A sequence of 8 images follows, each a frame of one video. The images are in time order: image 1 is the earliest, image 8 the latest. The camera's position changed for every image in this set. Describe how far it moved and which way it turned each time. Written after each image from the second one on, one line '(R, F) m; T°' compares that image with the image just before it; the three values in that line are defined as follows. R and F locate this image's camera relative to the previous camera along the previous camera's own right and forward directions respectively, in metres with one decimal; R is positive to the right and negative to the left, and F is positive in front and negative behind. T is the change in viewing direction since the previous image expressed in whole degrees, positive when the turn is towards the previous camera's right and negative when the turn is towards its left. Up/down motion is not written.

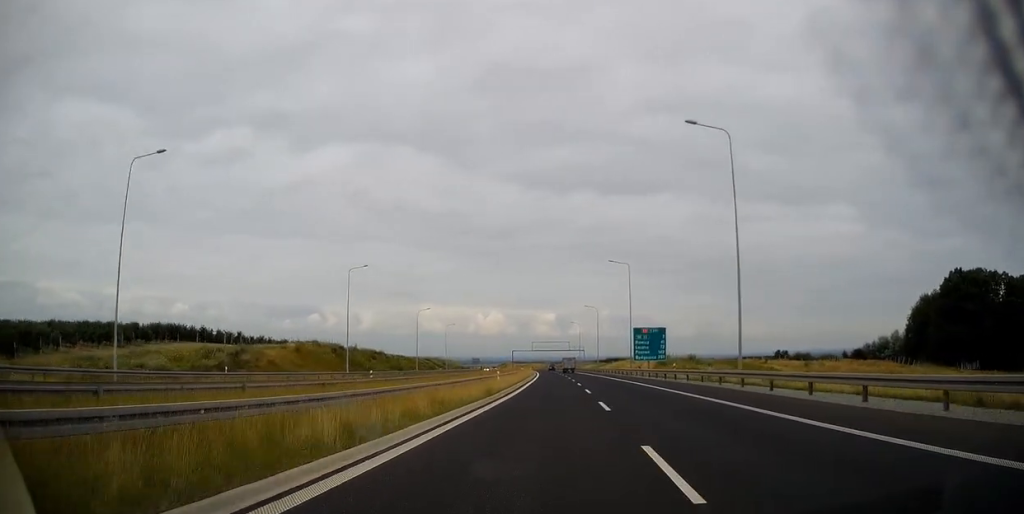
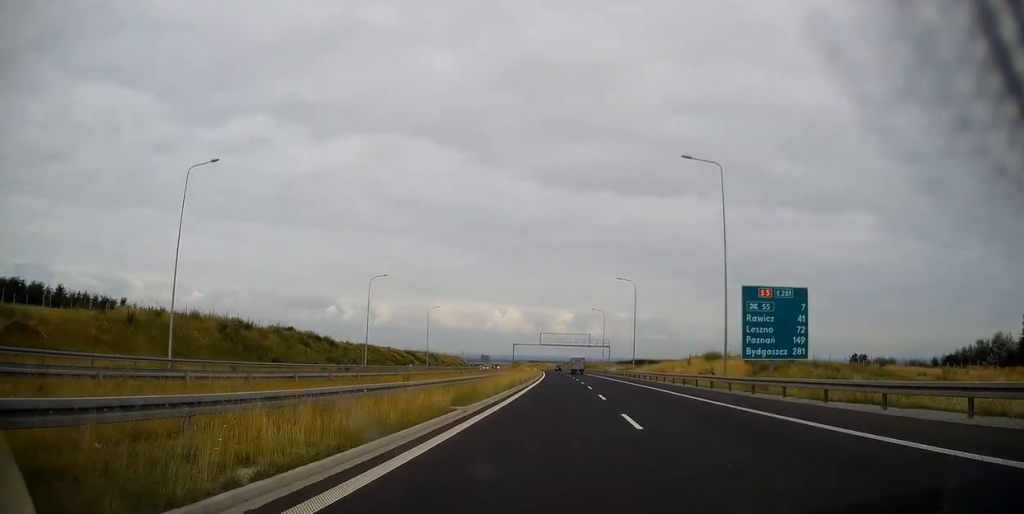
(-0.5, +40.6) m; -1°
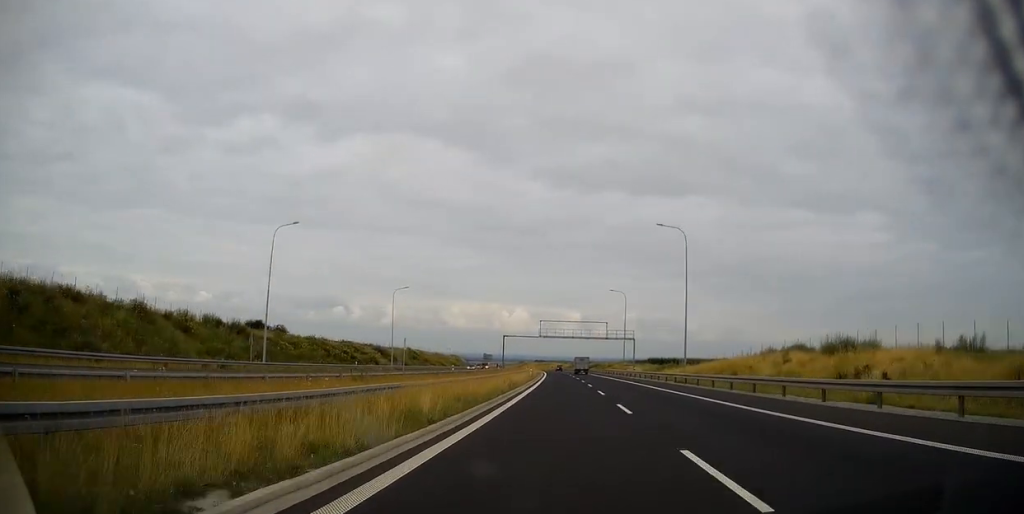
(-0.3, +31.3) m; -1°
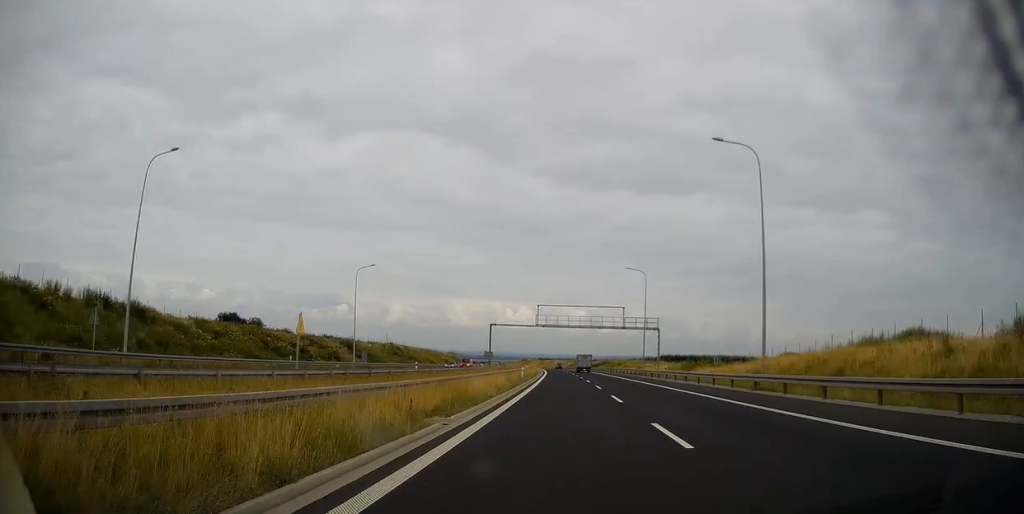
(-0.1, +19.7) m; 0°
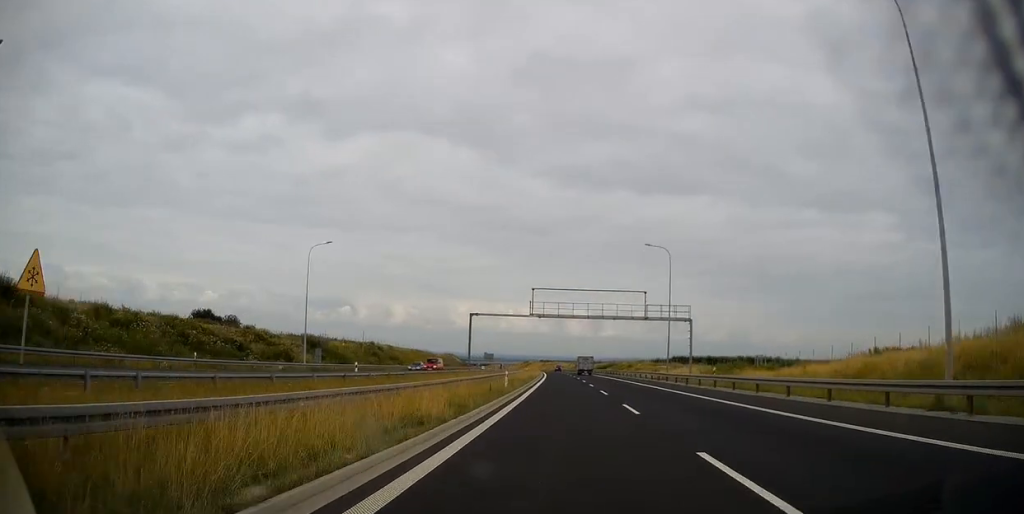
(0.0, +16.2) m; 0°
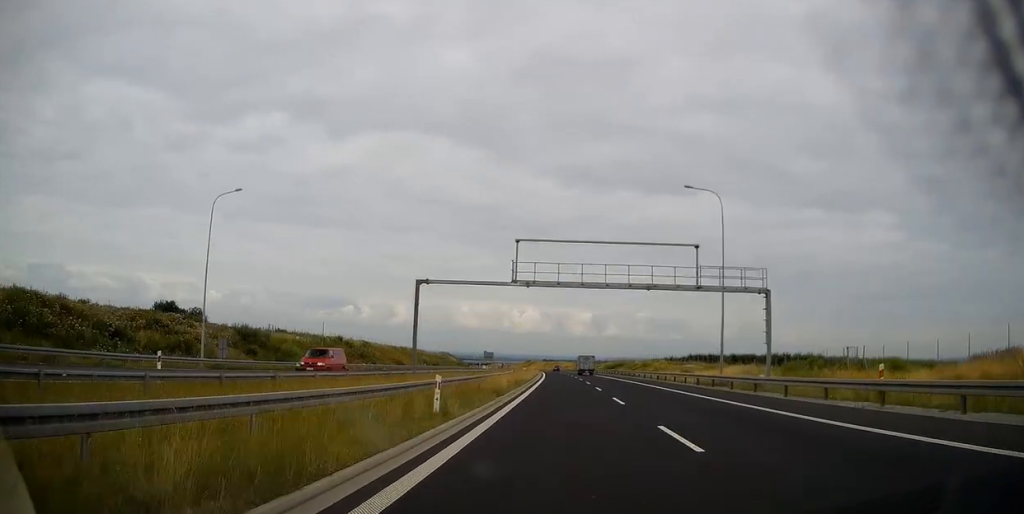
(-0.1, +19.7) m; 0°
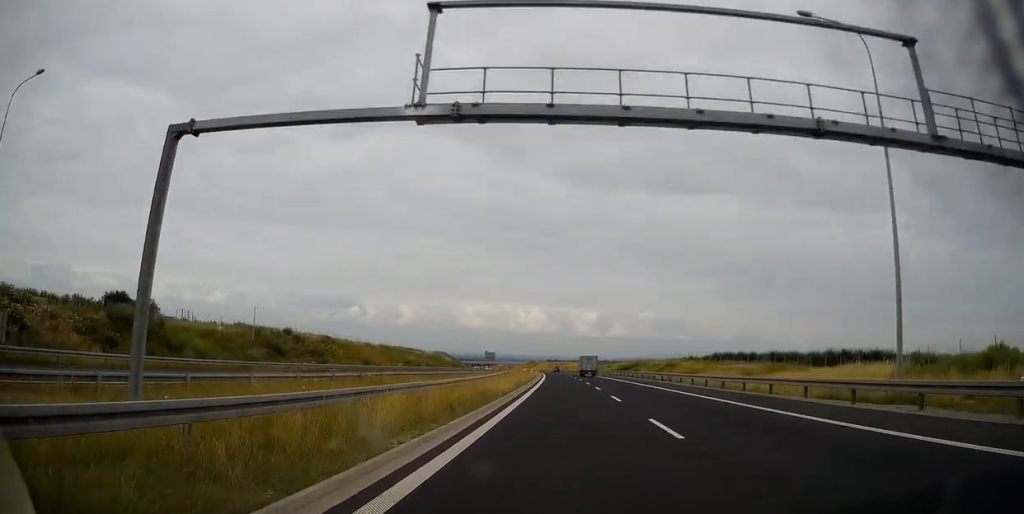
(-0.1, +22.1) m; 0°
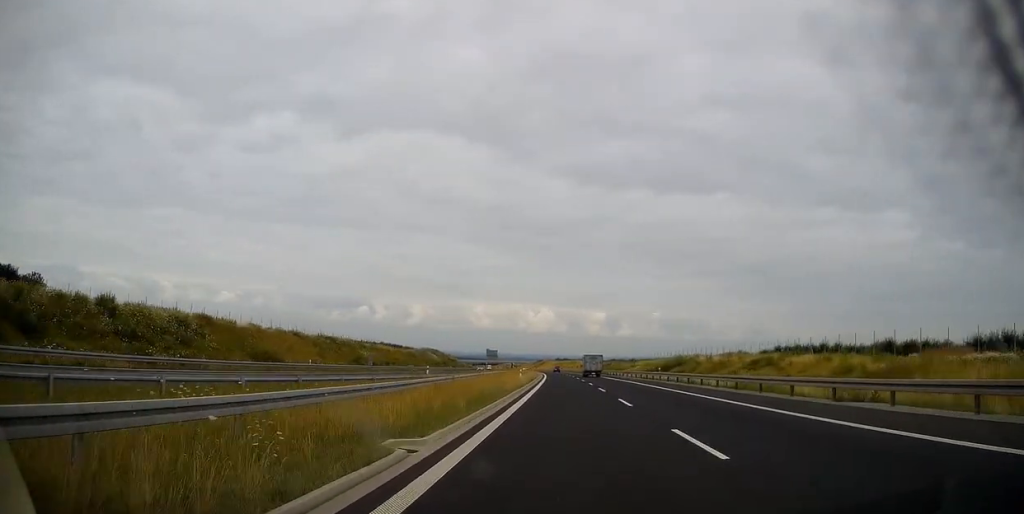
(-0.3, +38.3) m; -1°
